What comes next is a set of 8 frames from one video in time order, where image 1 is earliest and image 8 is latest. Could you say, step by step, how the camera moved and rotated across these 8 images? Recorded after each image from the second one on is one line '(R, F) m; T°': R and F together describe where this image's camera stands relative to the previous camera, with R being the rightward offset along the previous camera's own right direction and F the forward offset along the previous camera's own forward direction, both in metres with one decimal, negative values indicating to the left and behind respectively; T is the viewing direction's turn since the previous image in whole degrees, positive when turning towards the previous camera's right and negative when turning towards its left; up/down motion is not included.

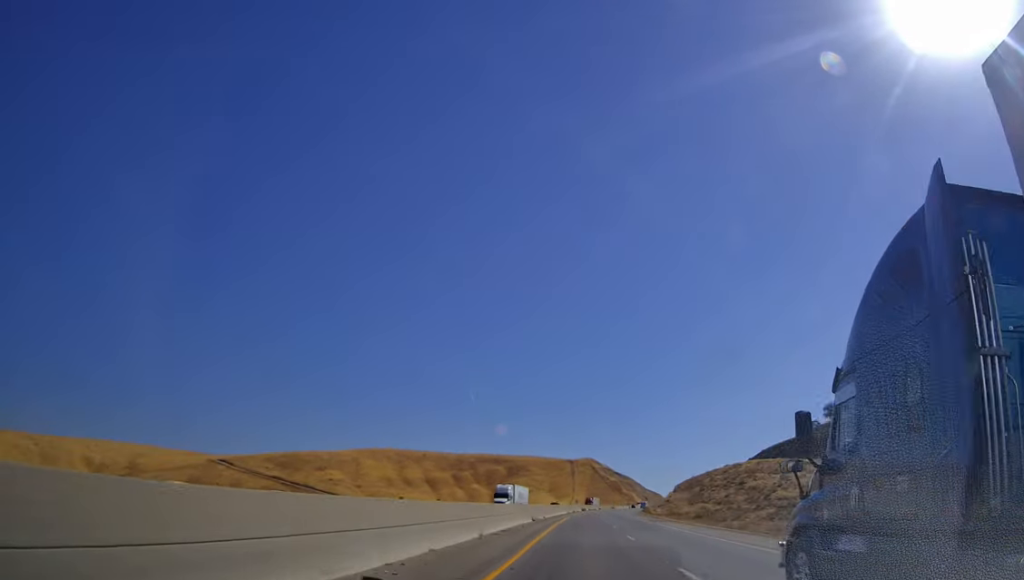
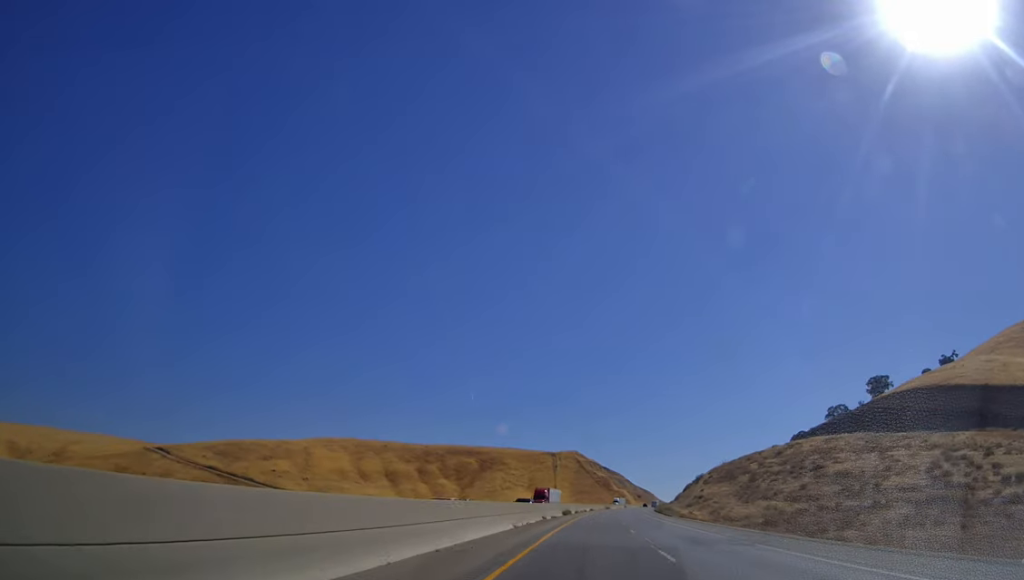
(+0.4, +67.4) m; +1°
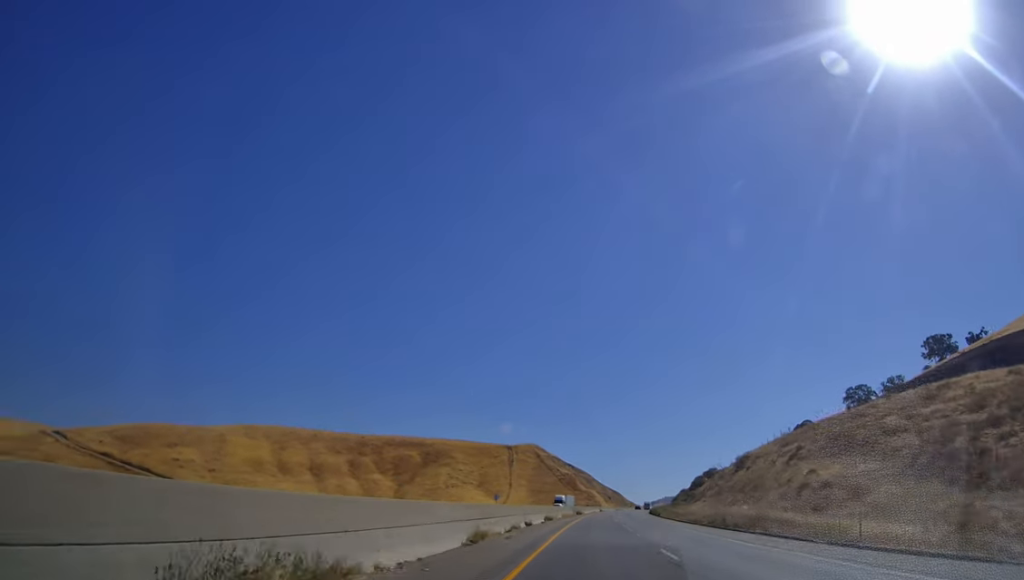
(+1.1, +71.1) m; +2°
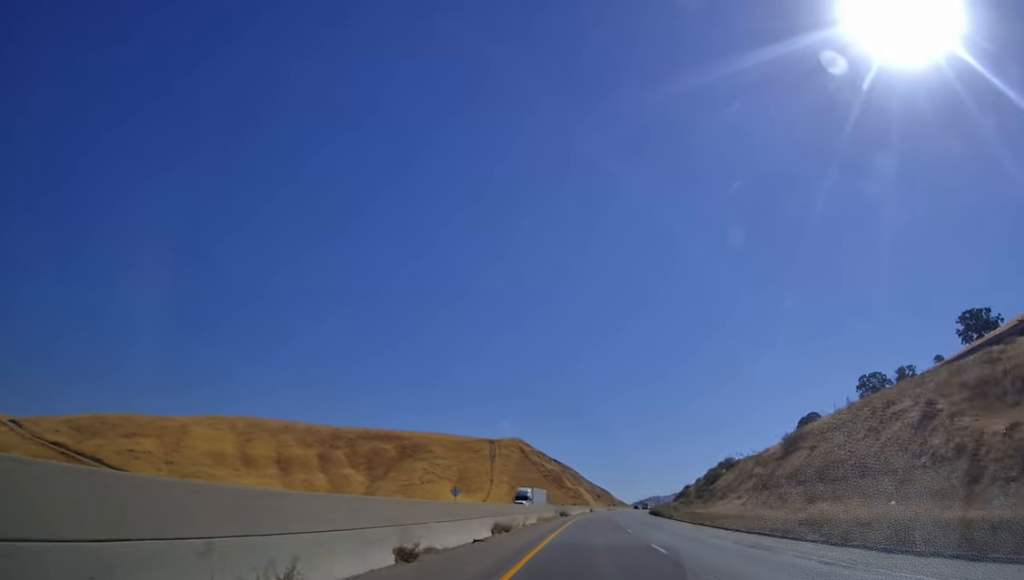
(0.0, +27.1) m; +1°
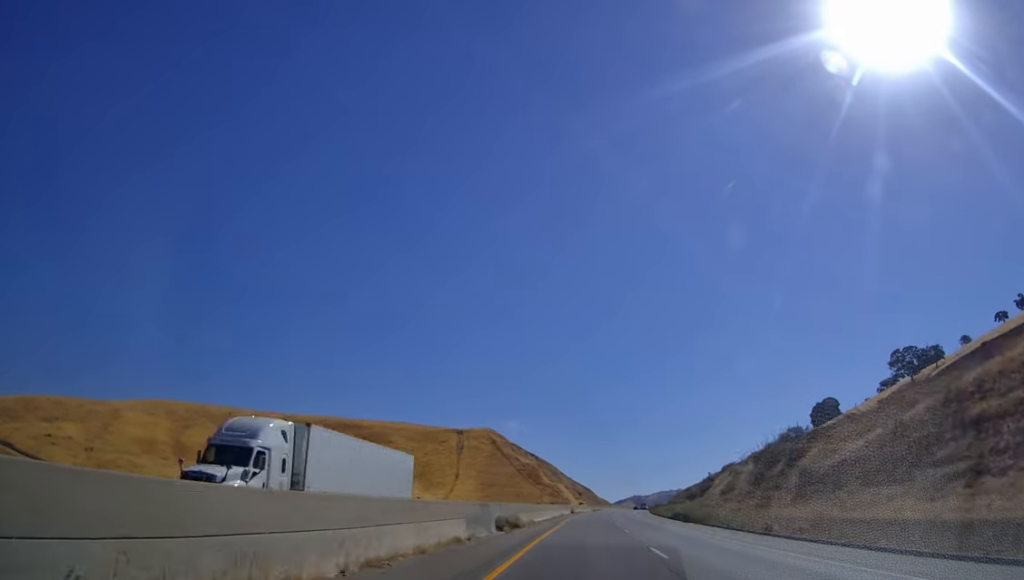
(+0.9, +45.6) m; +2°
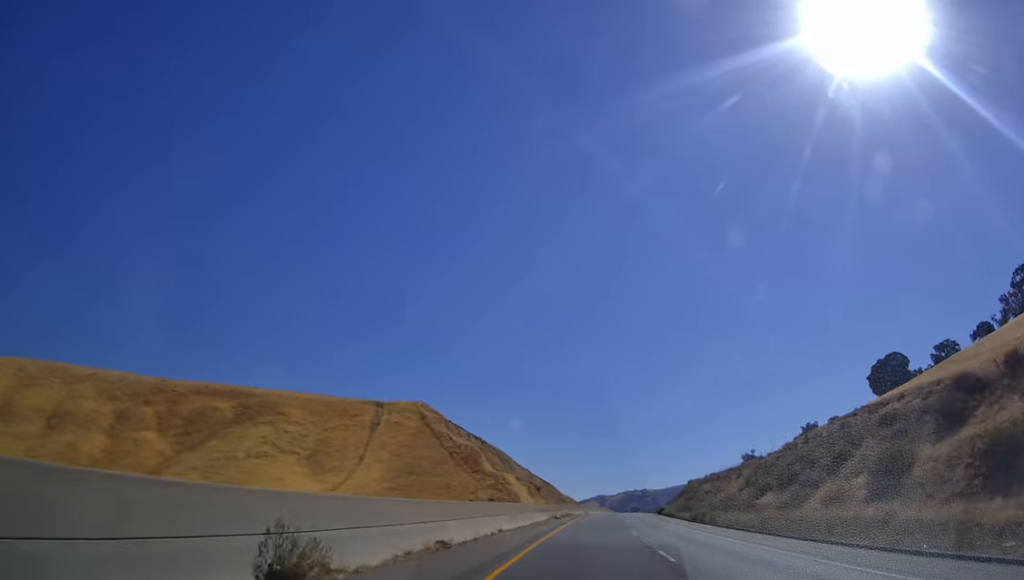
(+2.9, +88.6) m; +4°
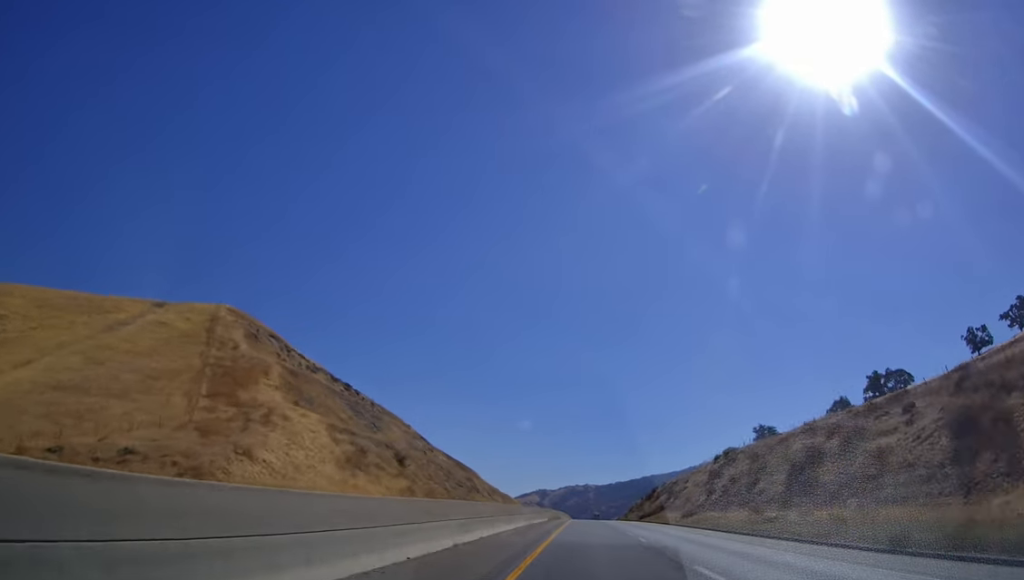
(+4.9, +120.6) m; +4°
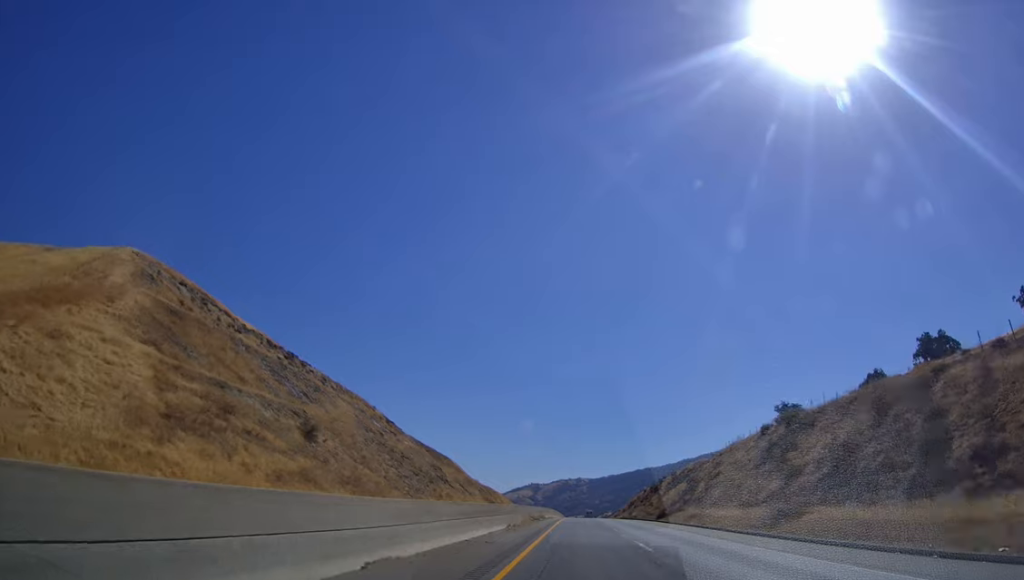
(+0.2, +34.7) m; +1°
